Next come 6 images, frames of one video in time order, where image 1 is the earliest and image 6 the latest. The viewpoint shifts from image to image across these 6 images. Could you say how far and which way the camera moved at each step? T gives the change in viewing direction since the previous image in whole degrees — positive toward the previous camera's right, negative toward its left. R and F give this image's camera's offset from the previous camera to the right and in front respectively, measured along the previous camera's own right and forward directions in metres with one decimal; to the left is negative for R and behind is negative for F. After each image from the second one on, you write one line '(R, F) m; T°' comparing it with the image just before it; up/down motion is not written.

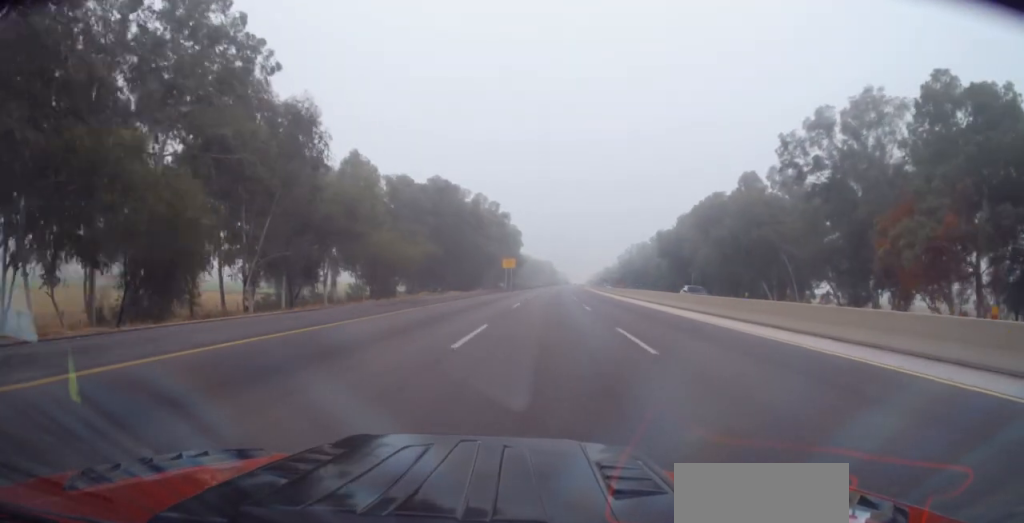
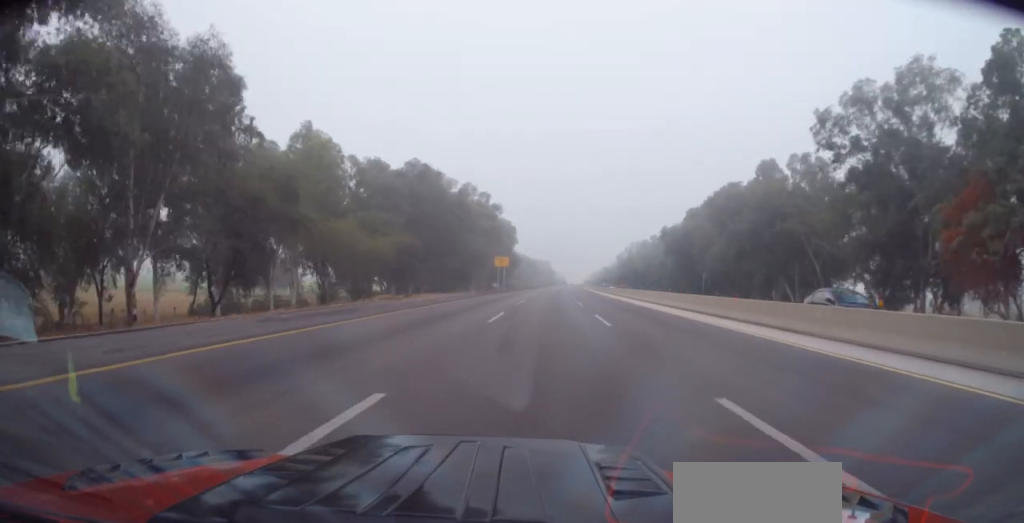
(-0.1, +10.6) m; 0°
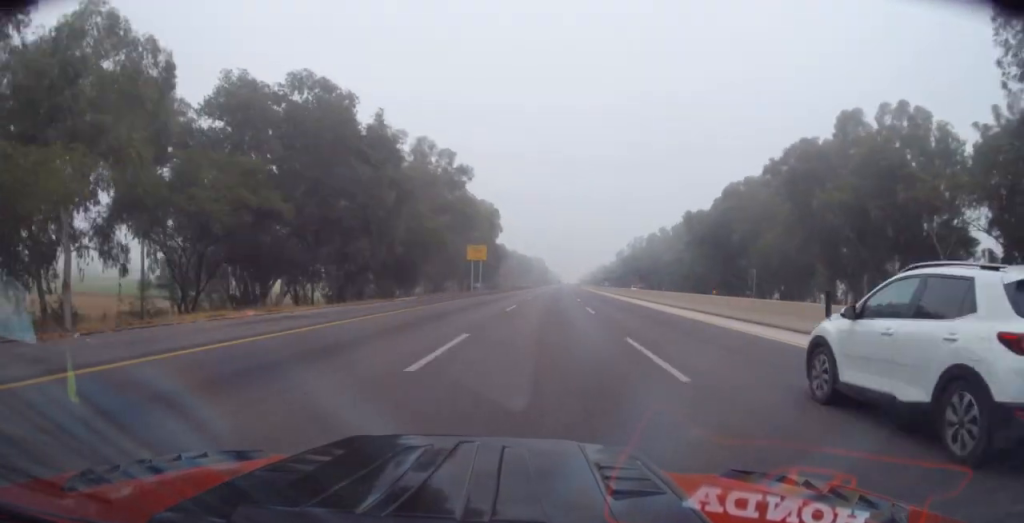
(+0.1, +28.6) m; 0°
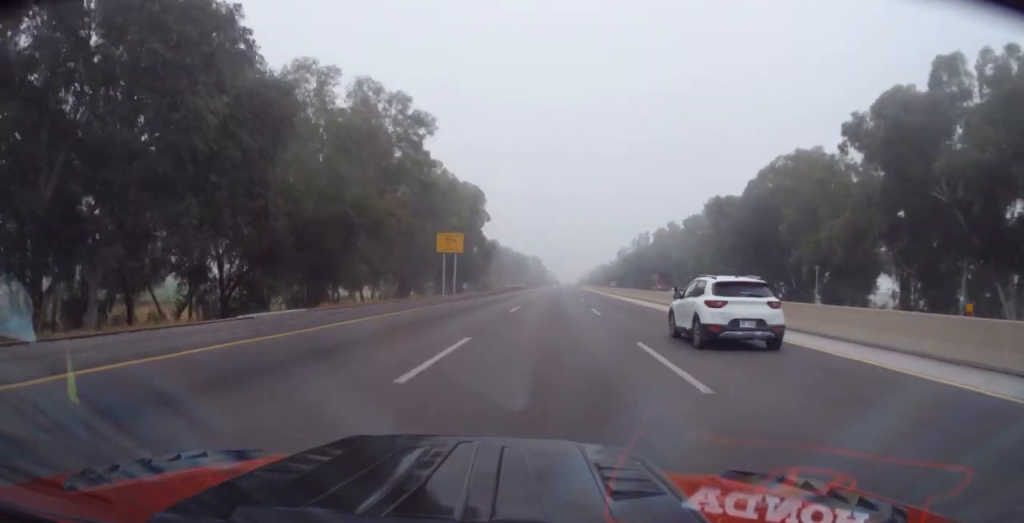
(-0.1, +18.8) m; 0°
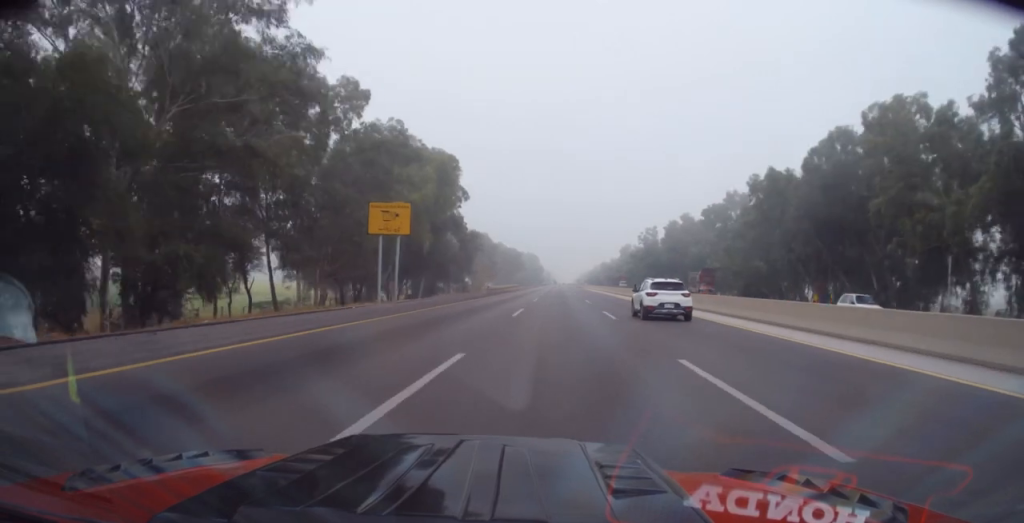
(+0.2, +21.1) m; +1°
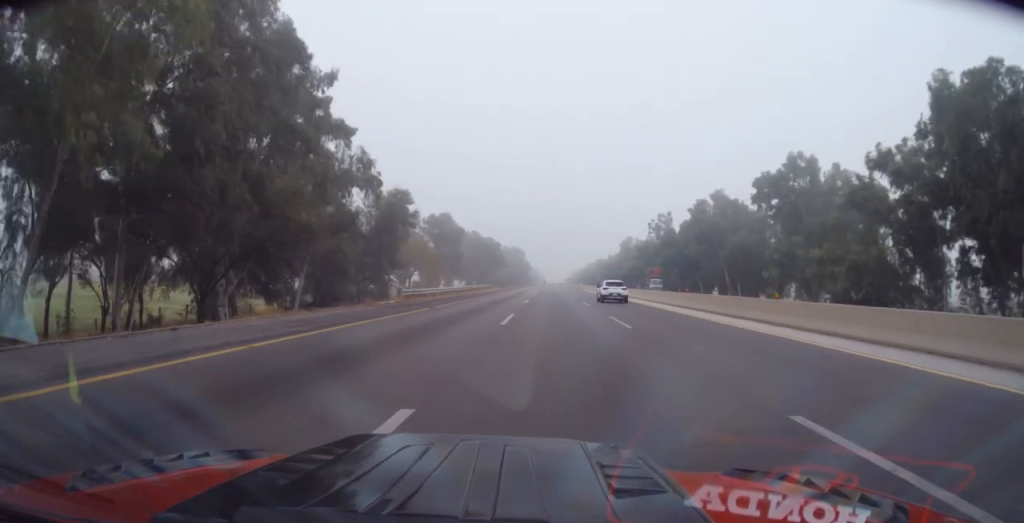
(+0.2, +40.7) m; 0°
